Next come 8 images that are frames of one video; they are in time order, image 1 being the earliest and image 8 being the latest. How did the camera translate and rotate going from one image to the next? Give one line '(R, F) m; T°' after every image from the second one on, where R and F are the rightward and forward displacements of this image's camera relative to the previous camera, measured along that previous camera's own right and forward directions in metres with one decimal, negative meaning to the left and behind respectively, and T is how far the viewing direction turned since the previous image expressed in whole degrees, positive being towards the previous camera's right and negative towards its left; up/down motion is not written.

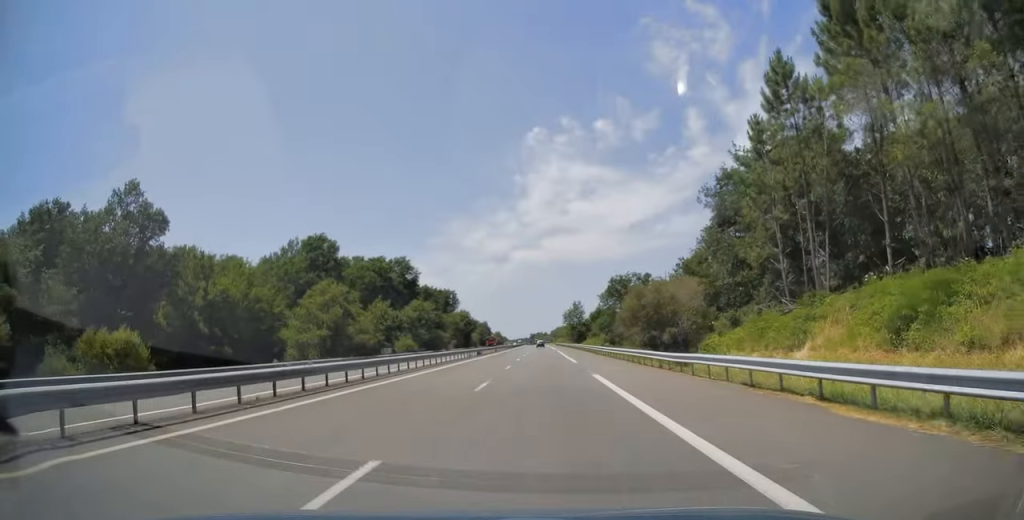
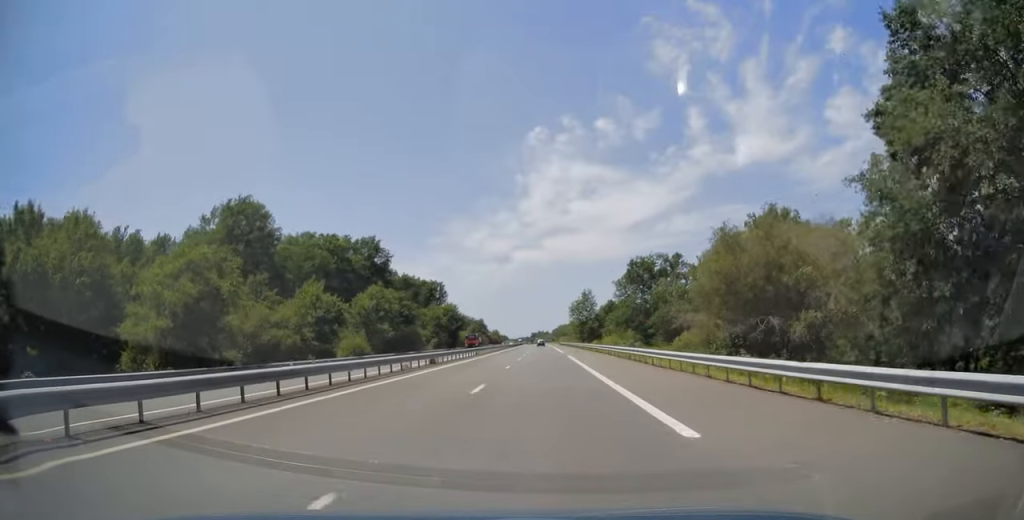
(0.0, +27.8) m; 0°
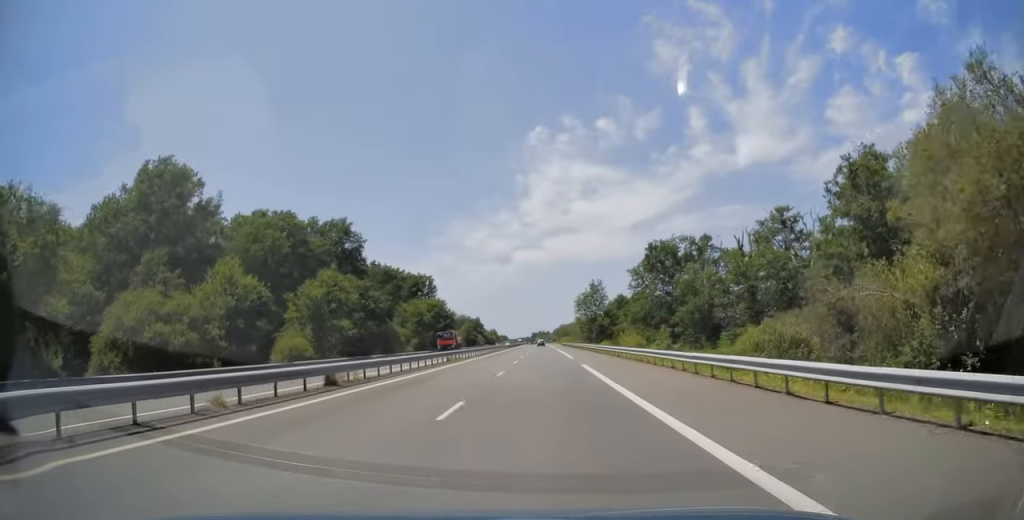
(+0.1, +18.1) m; 0°
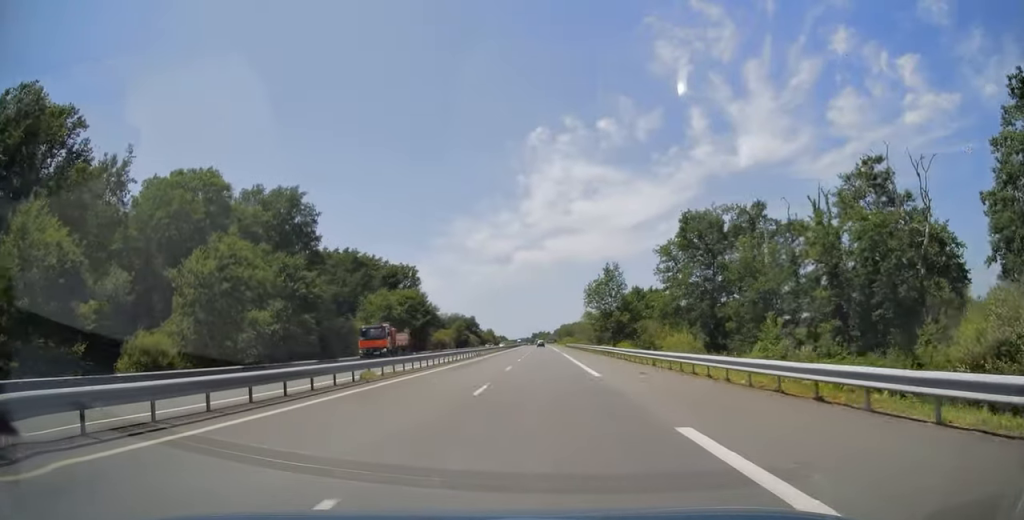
(-0.2, +21.4) m; 0°
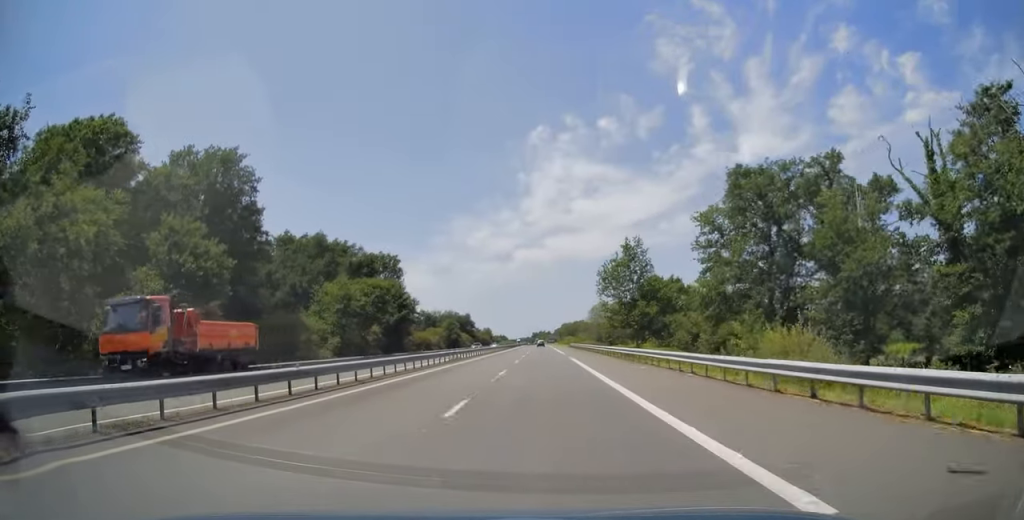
(0.0, +17.6) m; 0°
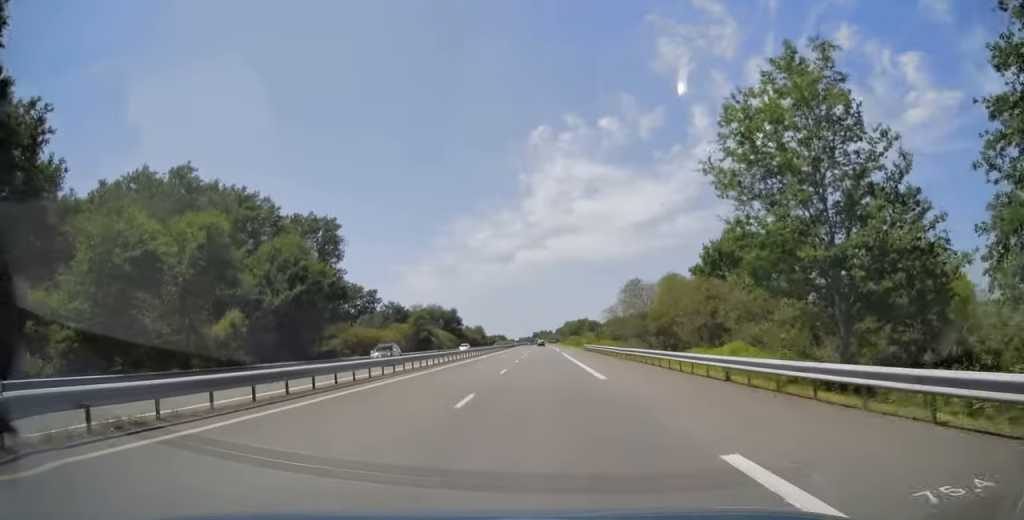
(+0.1, +37.9) m; 0°
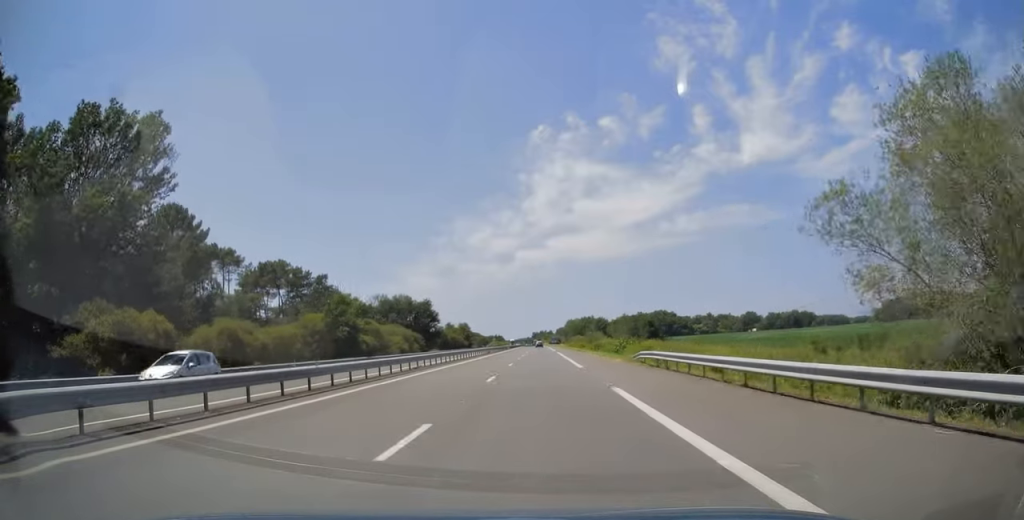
(+0.1, +43.8) m; 0°
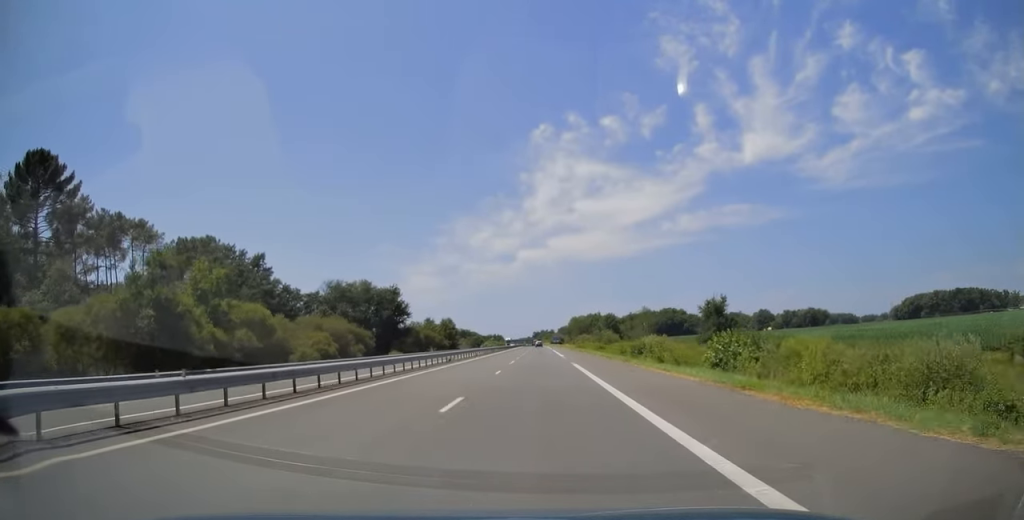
(-0.3, +34.7) m; 0°
